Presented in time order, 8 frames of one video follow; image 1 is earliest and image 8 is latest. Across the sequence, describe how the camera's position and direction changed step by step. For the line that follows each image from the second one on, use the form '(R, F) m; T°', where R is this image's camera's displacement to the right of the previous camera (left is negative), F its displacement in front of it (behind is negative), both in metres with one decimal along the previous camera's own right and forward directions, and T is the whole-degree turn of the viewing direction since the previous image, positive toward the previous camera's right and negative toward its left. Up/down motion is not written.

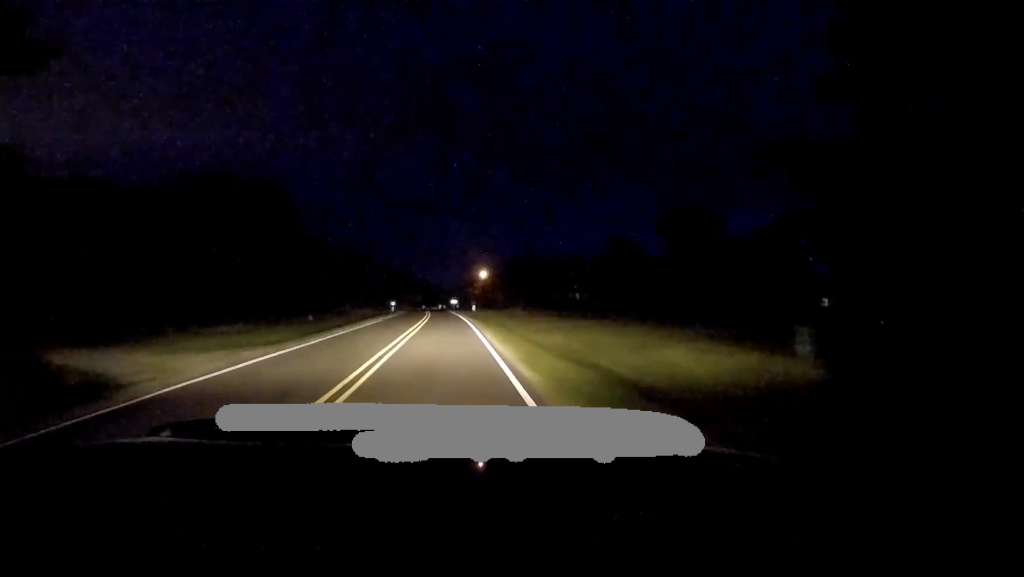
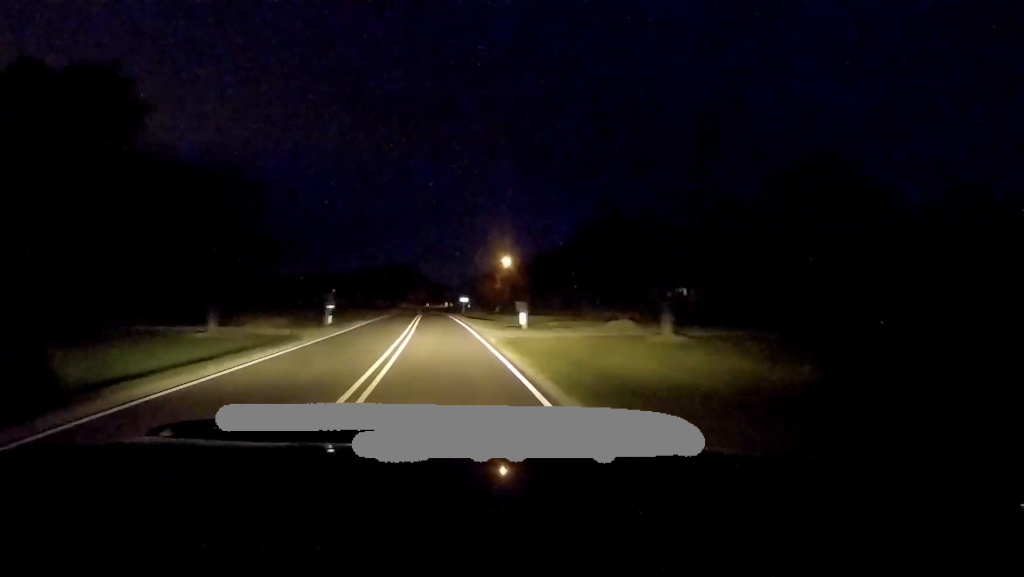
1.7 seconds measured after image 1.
(-0.2, +42.0) m; 0°
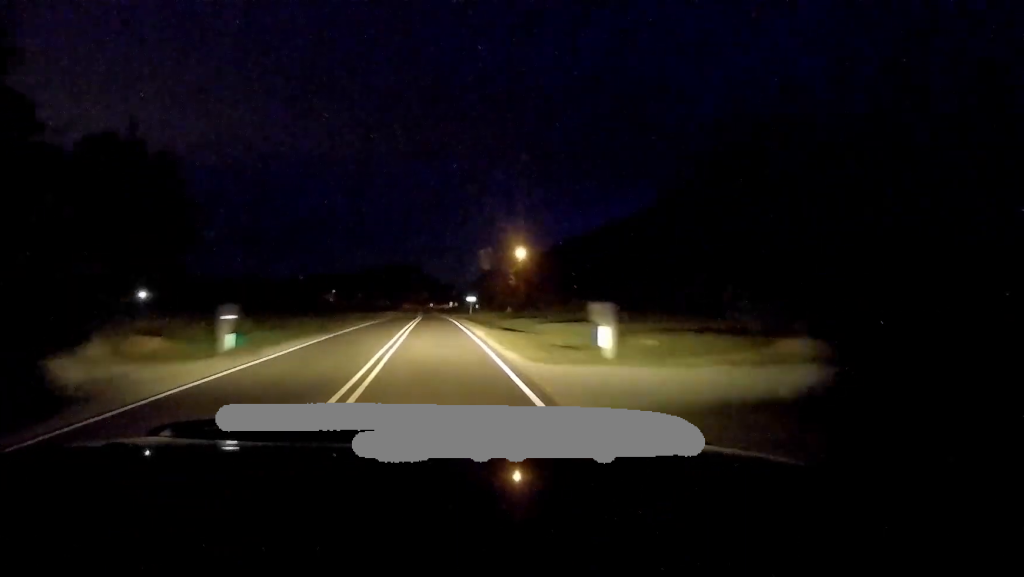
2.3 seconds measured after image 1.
(+0.1, +14.9) m; 0°
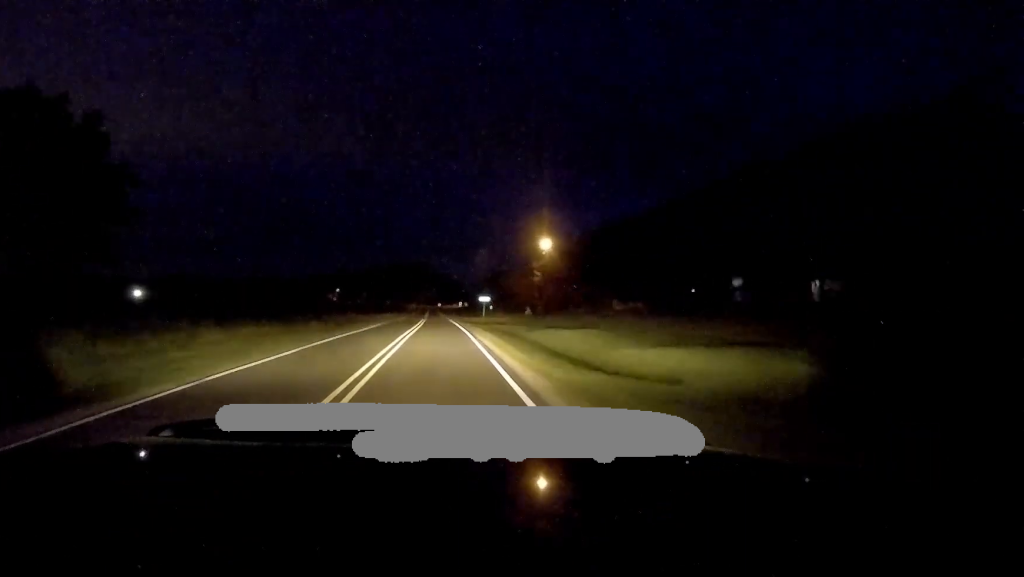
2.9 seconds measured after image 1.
(+0.1, +14.9) m; -1°
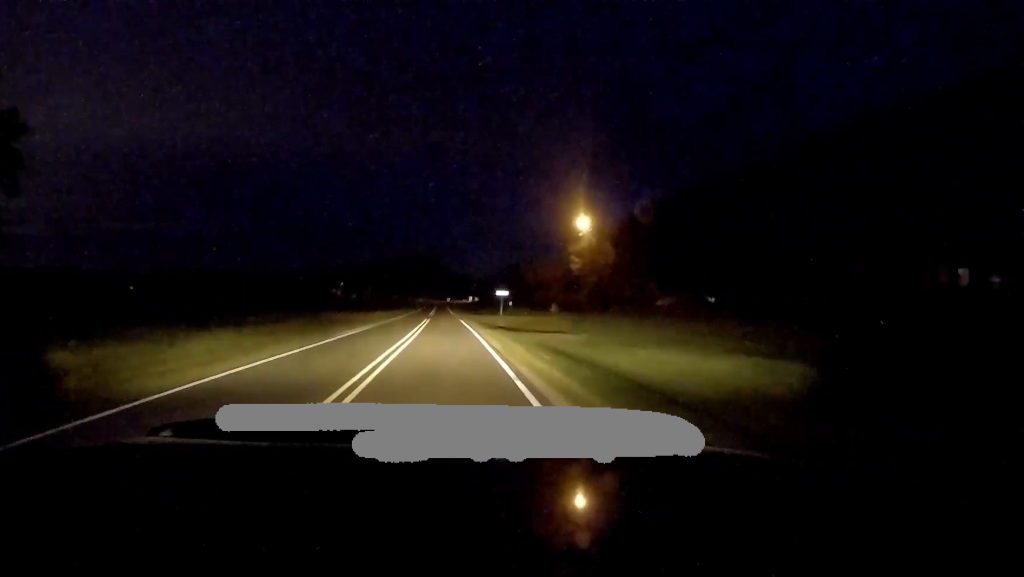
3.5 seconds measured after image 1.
(-0.3, +15.6) m; -1°
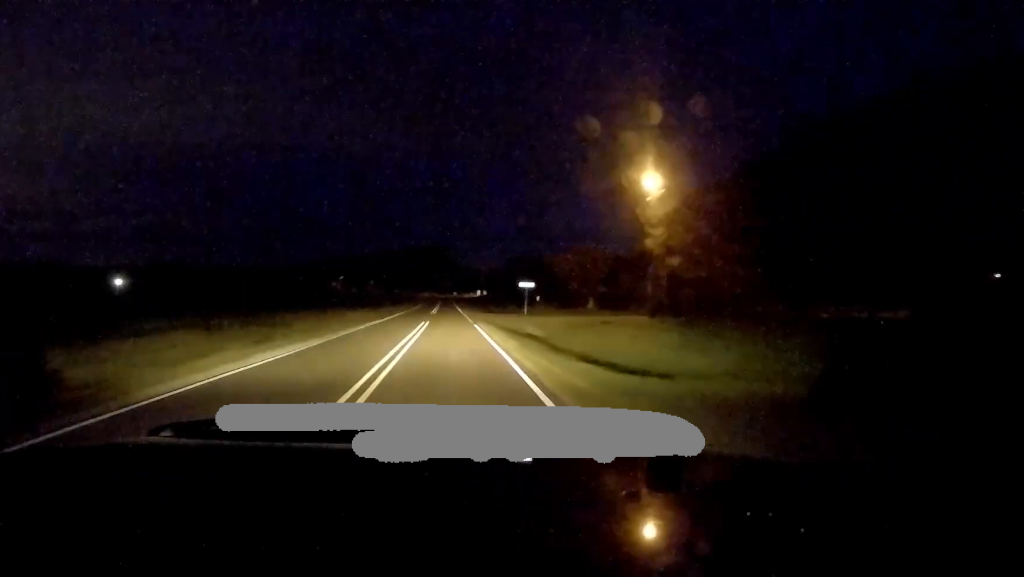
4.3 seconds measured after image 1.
(-0.5, +18.0) m; -1°
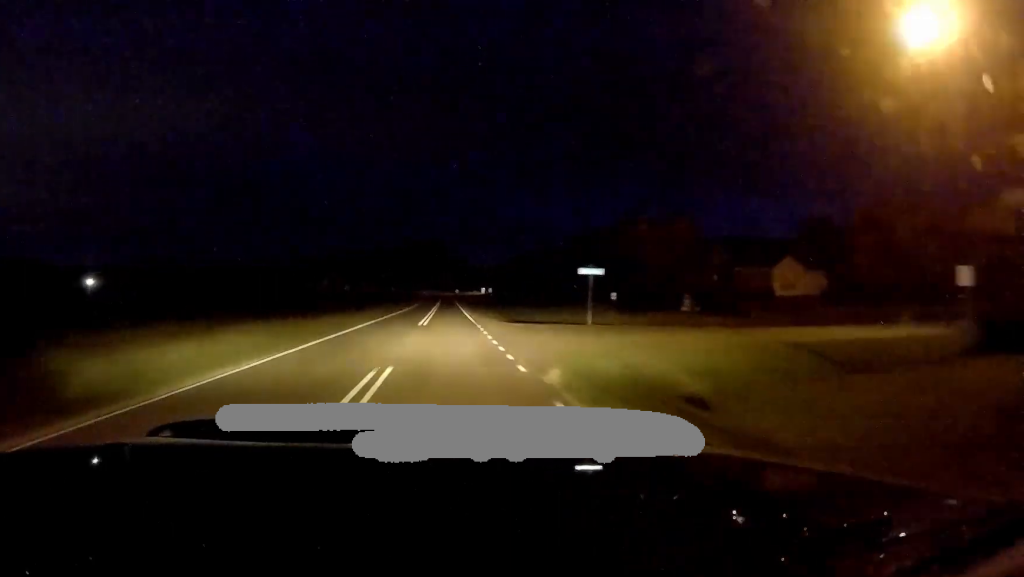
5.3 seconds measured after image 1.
(+0.2, +25.4) m; 0°
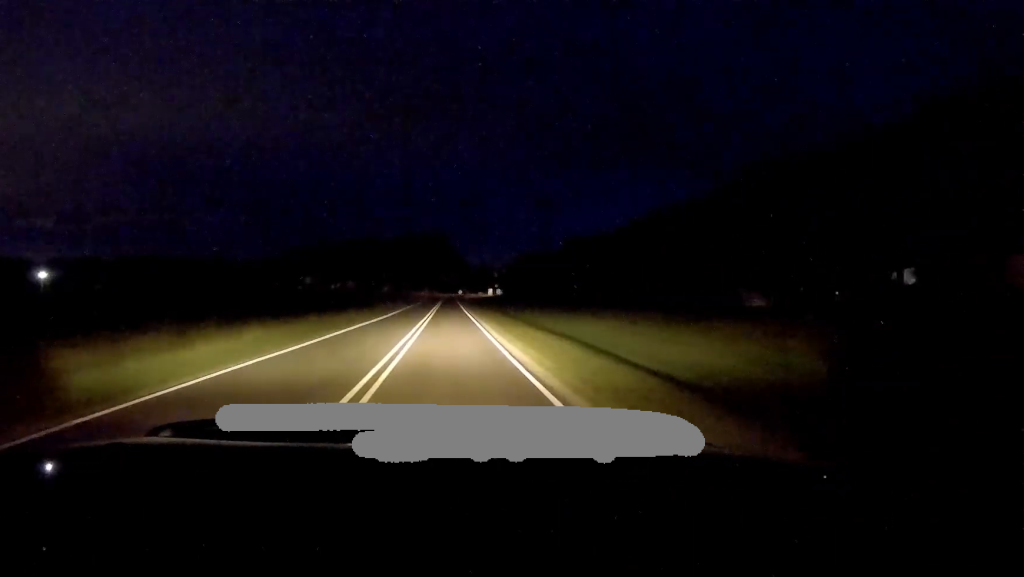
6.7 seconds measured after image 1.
(-0.4, +35.0) m; -1°
